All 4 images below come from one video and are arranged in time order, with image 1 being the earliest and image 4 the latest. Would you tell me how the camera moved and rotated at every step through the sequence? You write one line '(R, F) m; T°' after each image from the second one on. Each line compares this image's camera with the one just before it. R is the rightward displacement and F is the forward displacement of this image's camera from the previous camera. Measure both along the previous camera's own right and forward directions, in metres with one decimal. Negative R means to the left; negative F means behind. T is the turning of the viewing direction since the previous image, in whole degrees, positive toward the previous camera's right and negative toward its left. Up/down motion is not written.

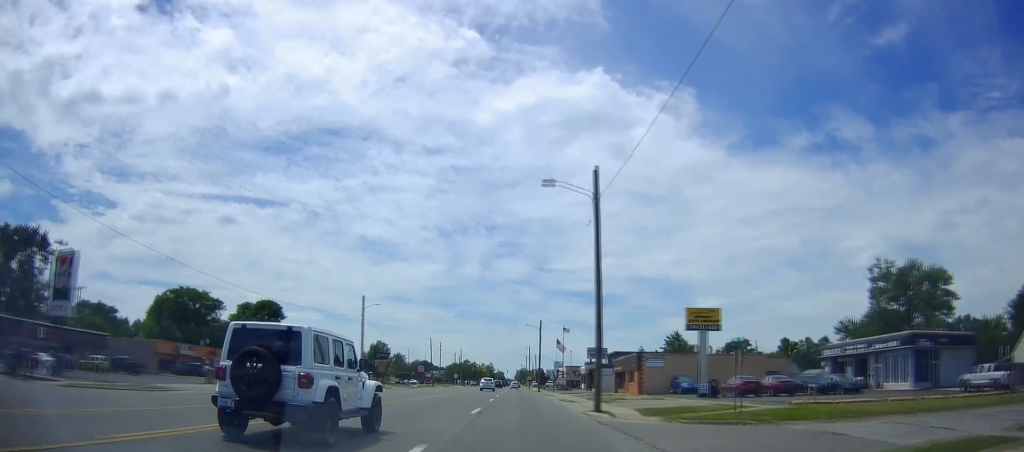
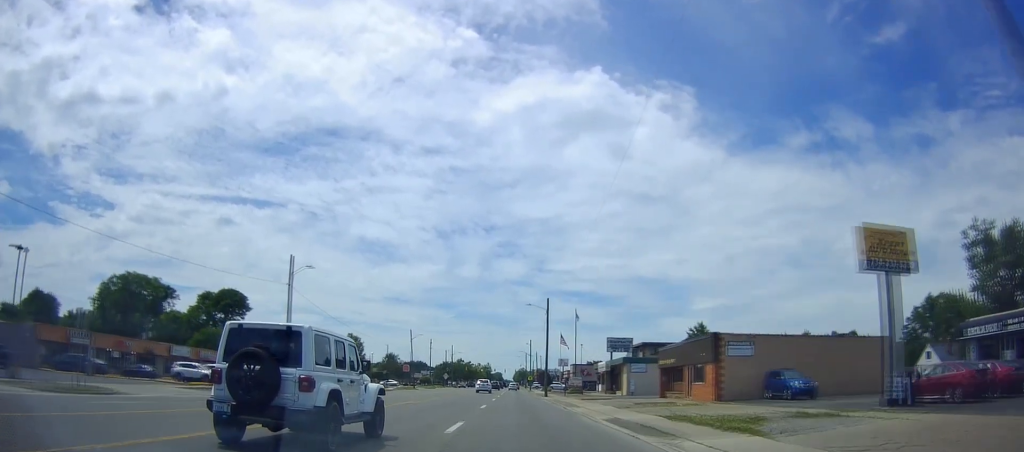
(+0.1, +22.7) m; 0°
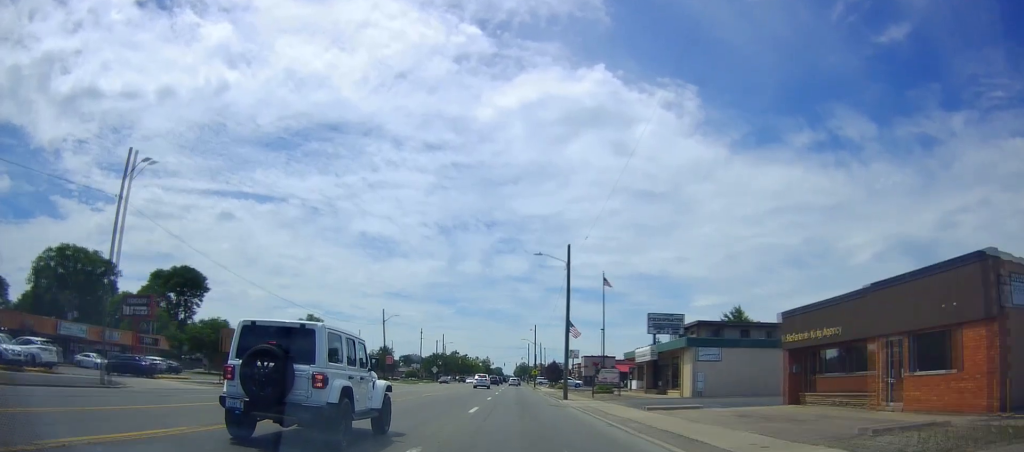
(-0.5, +23.3) m; -2°
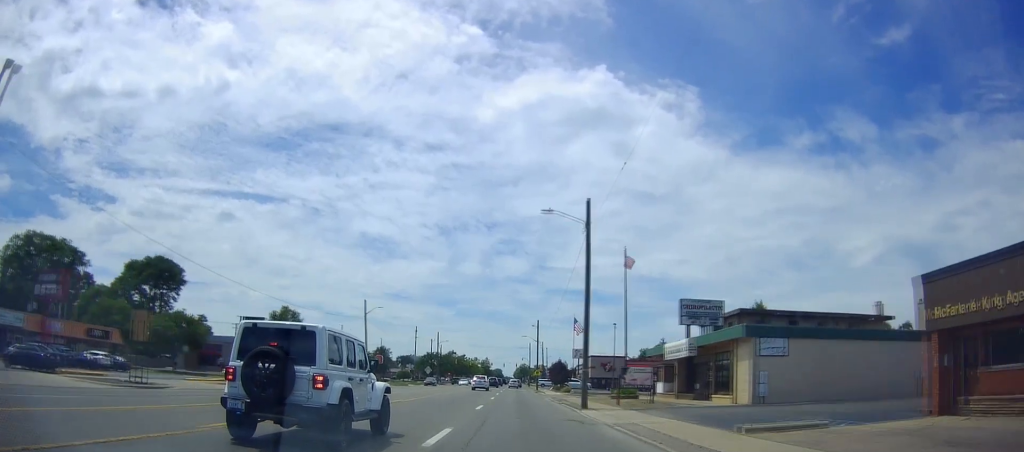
(-0.1, +10.5) m; +1°
